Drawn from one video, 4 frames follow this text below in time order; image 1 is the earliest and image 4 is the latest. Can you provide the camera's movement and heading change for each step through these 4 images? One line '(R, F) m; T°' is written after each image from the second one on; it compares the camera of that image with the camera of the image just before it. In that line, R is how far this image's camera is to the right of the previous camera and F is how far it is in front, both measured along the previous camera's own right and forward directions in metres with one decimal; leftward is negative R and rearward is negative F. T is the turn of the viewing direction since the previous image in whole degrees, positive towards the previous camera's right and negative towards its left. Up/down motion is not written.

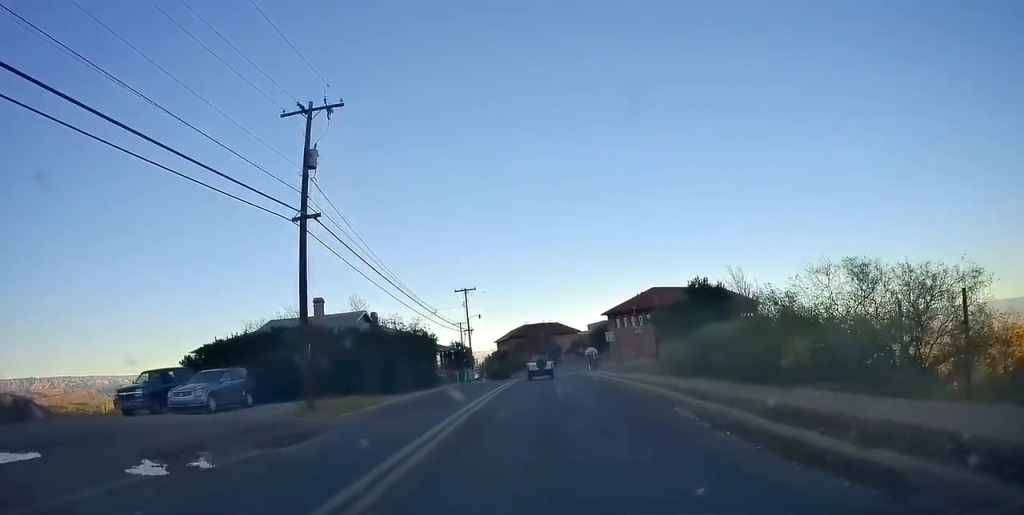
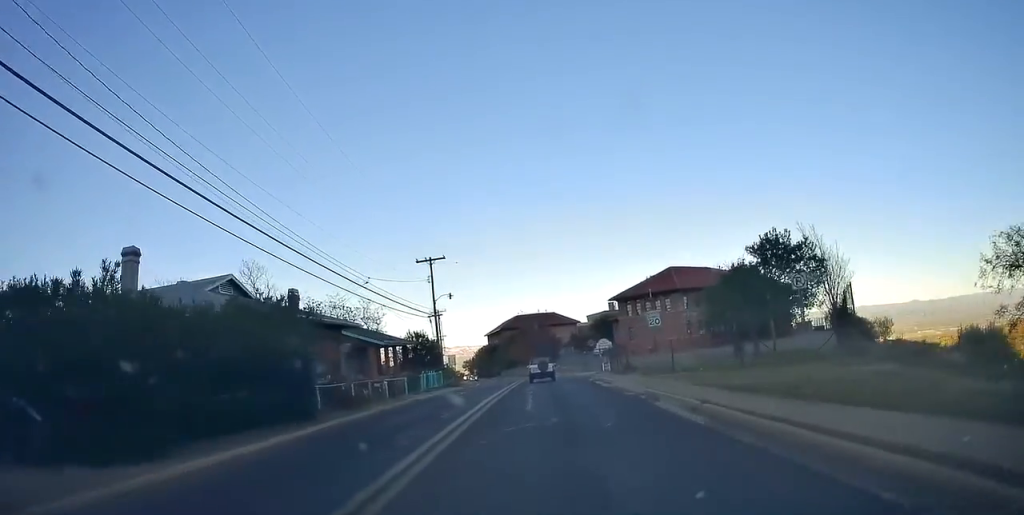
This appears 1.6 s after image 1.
(+0.6, +19.5) m; +4°
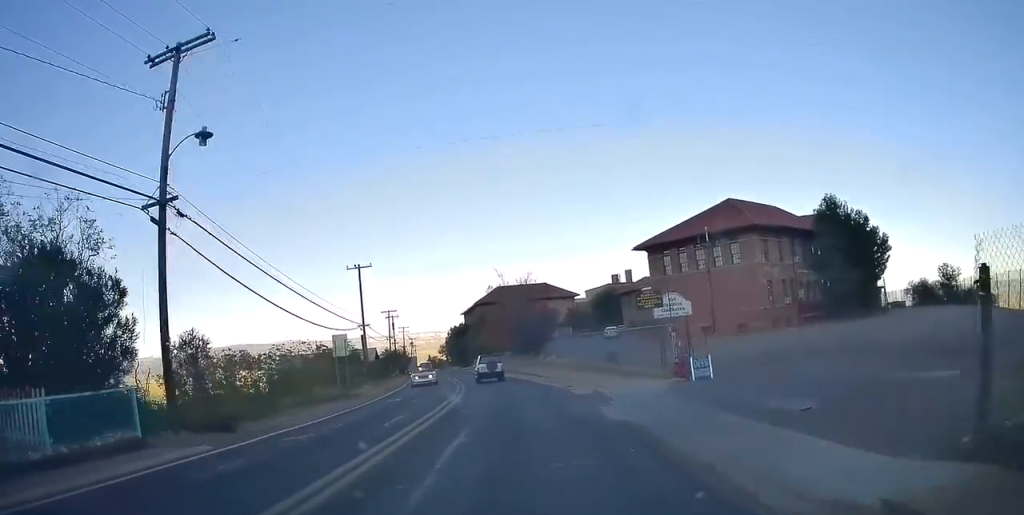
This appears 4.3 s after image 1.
(-0.2, +34.5) m; -3°
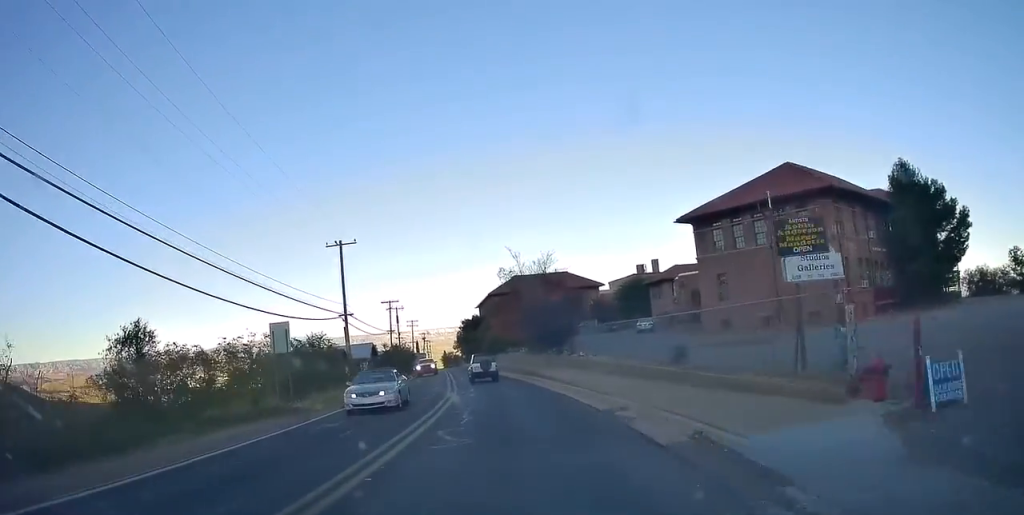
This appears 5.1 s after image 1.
(-0.3, +10.5) m; -1°
